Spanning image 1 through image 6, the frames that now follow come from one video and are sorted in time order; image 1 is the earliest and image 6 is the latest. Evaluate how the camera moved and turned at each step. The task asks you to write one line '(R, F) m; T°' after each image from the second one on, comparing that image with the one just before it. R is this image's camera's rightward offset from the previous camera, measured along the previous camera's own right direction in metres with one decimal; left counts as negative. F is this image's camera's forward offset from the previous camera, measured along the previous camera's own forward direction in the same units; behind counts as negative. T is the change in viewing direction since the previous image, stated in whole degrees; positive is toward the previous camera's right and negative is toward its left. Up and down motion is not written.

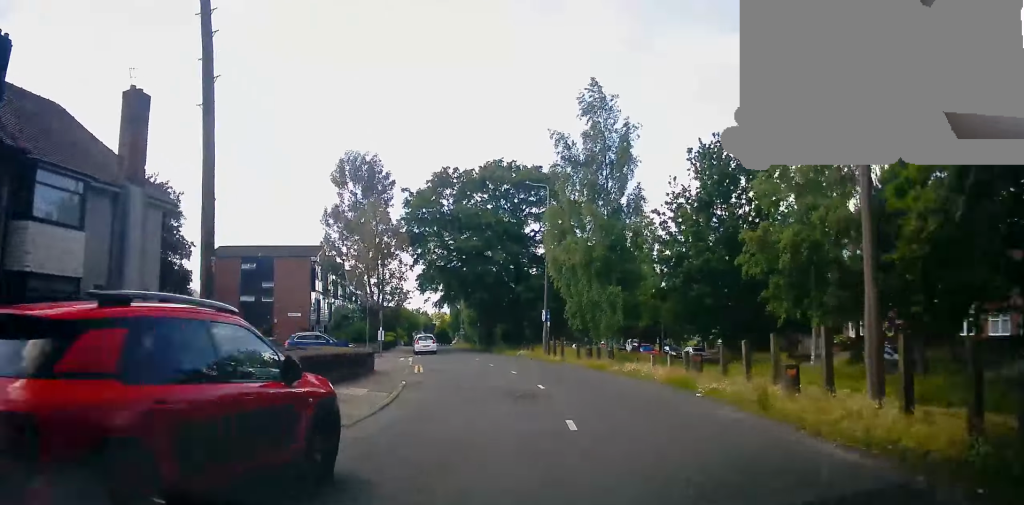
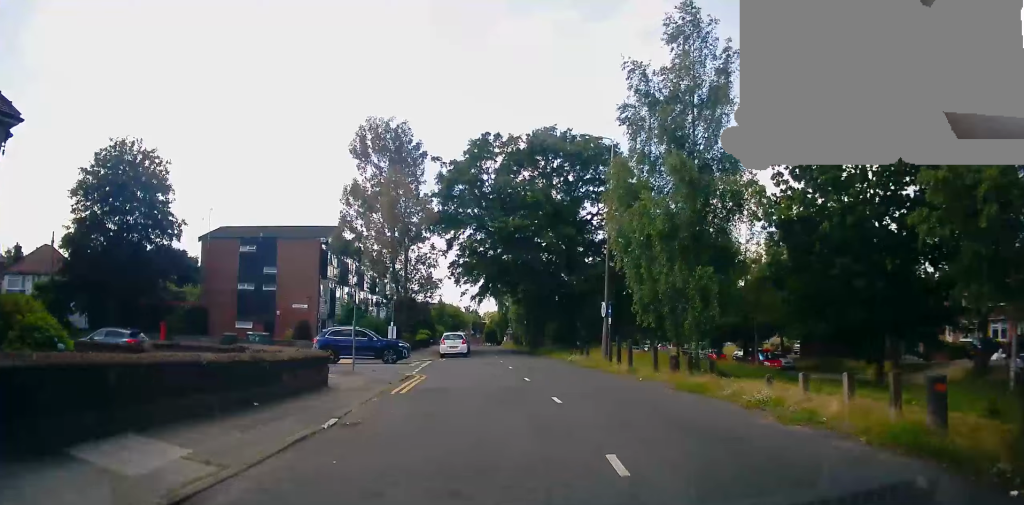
(-0.3, +9.1) m; -3°
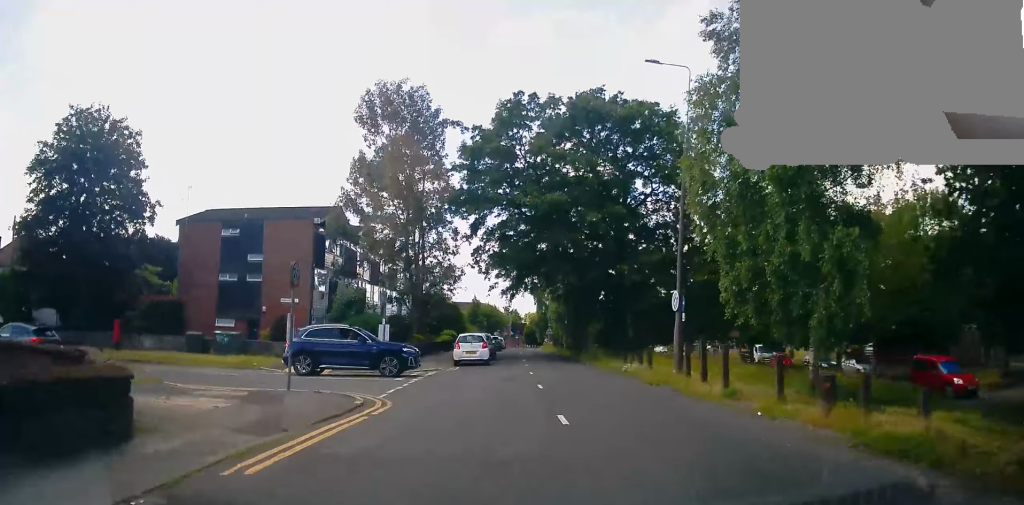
(0.0, +8.4) m; -3°
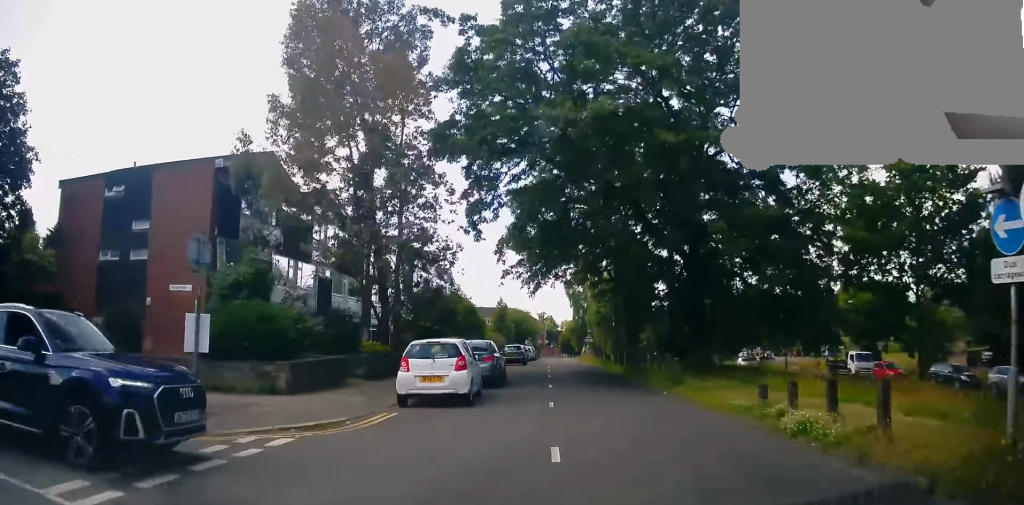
(-1.2, +14.3) m; -7°
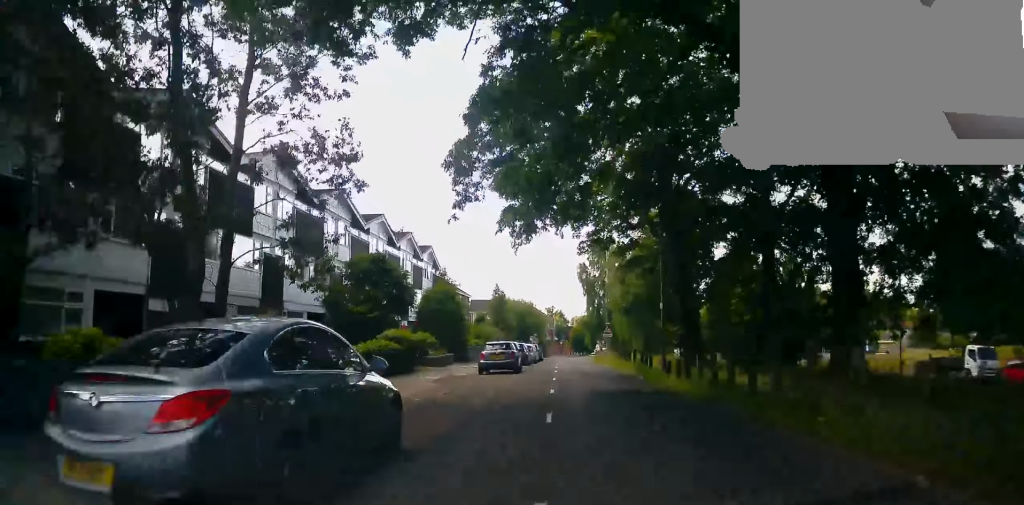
(-0.1, +15.0) m; -1°
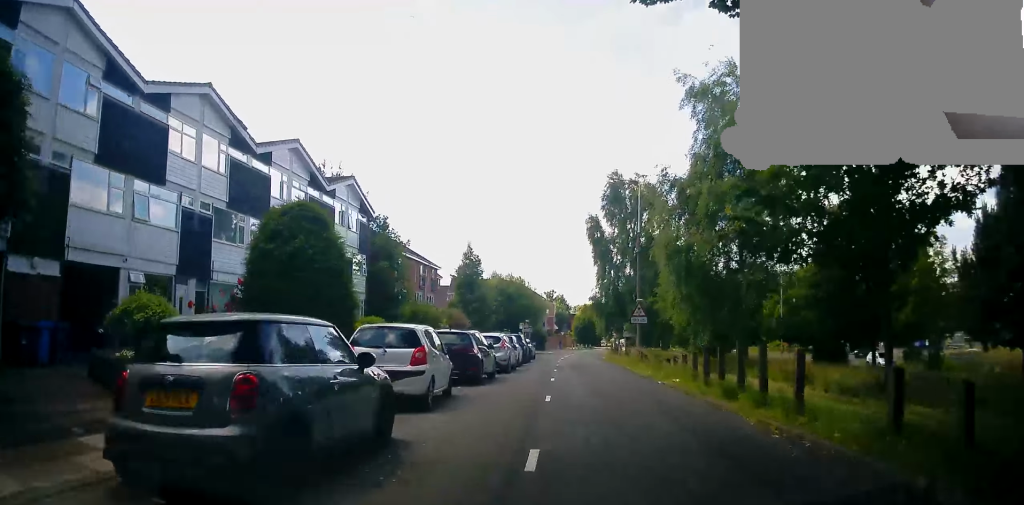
(-1.2, +21.8) m; -3°
